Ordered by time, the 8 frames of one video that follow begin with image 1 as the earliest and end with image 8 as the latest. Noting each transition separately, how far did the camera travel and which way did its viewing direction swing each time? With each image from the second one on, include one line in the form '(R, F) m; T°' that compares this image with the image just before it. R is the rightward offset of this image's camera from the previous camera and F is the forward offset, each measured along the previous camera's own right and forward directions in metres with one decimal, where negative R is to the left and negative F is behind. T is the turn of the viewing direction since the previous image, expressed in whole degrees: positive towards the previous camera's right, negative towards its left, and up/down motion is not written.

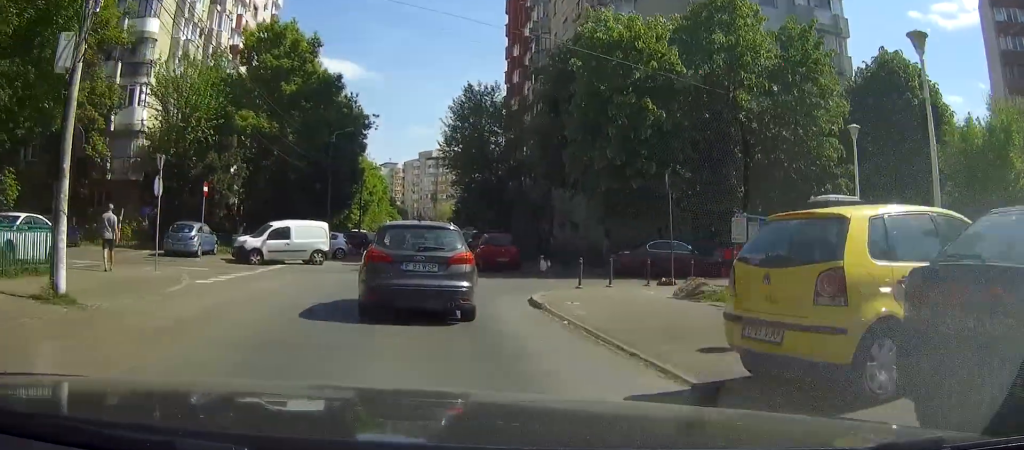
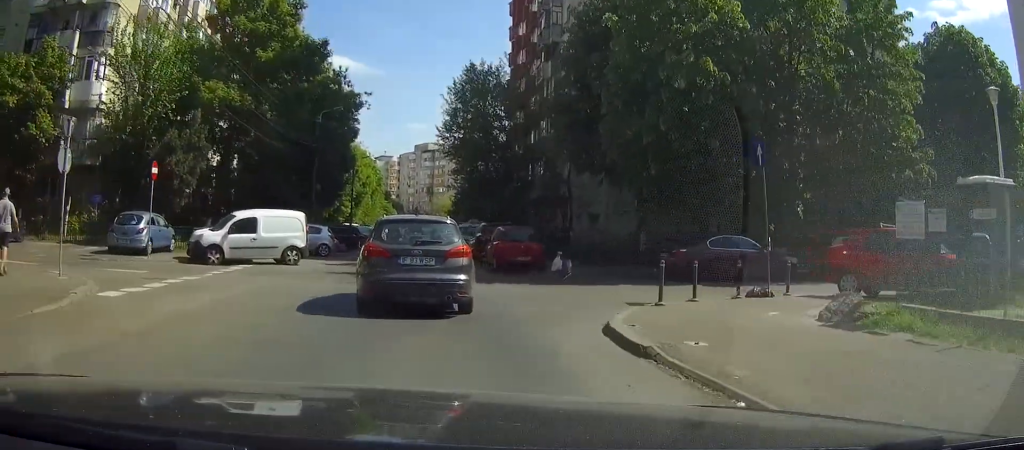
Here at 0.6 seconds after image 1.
(-0.1, +6.0) m; -1°
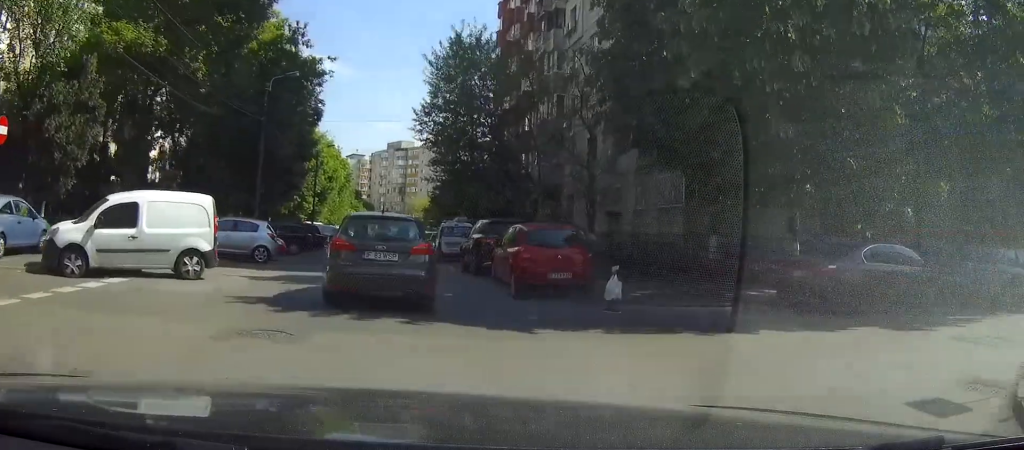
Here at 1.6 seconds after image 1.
(-0.1, +9.1) m; +1°
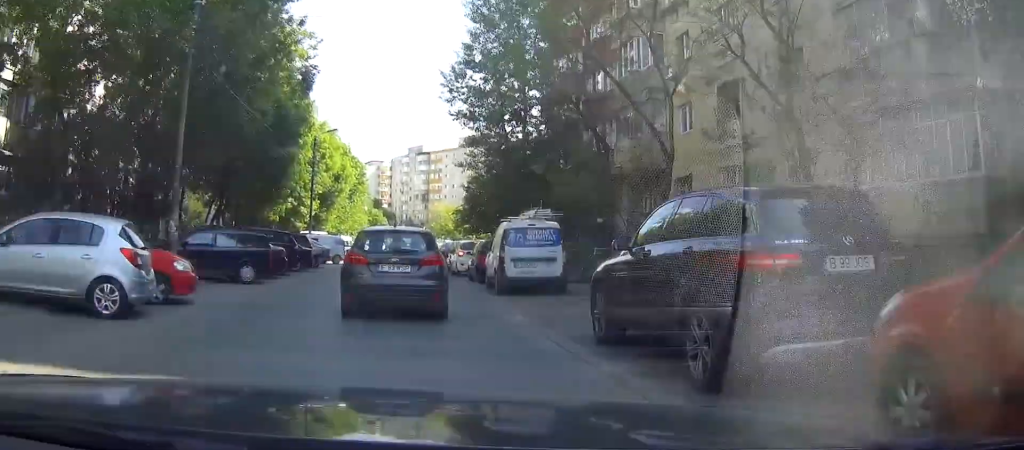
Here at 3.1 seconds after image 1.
(+0.4, +14.5) m; +2°
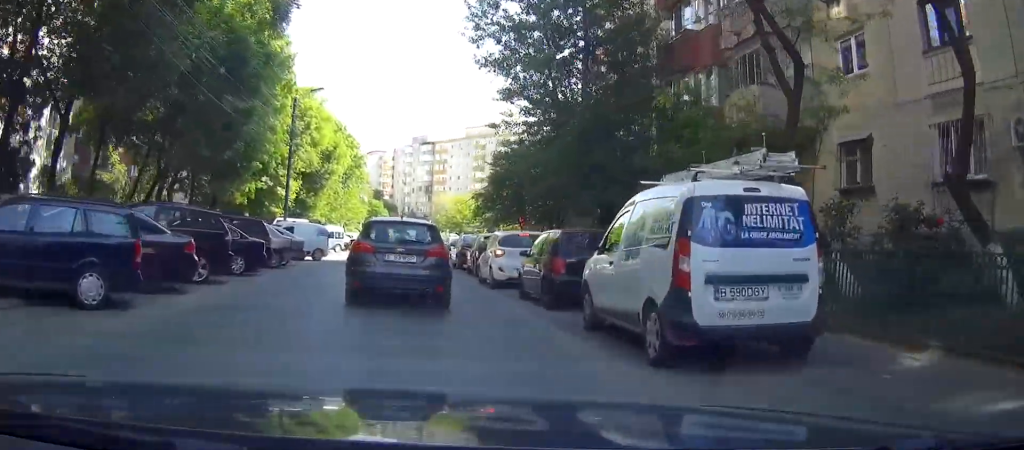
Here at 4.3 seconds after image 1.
(0.0, +10.9) m; 0°
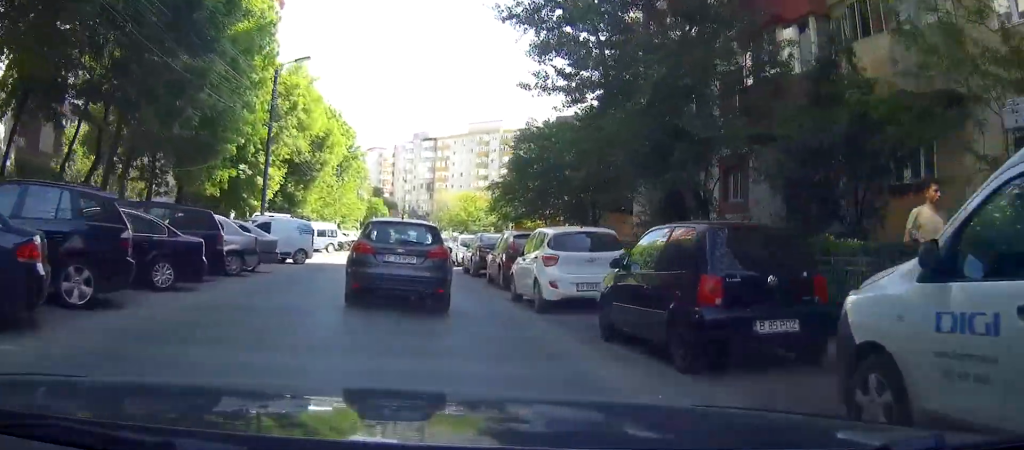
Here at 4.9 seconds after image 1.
(0.0, +6.1) m; +1°
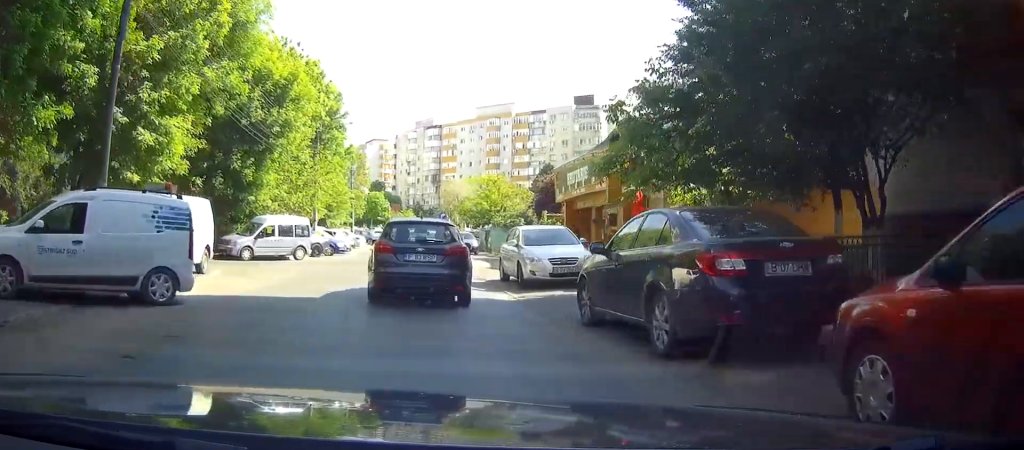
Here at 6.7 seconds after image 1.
(+0.2, +17.5) m; +1°
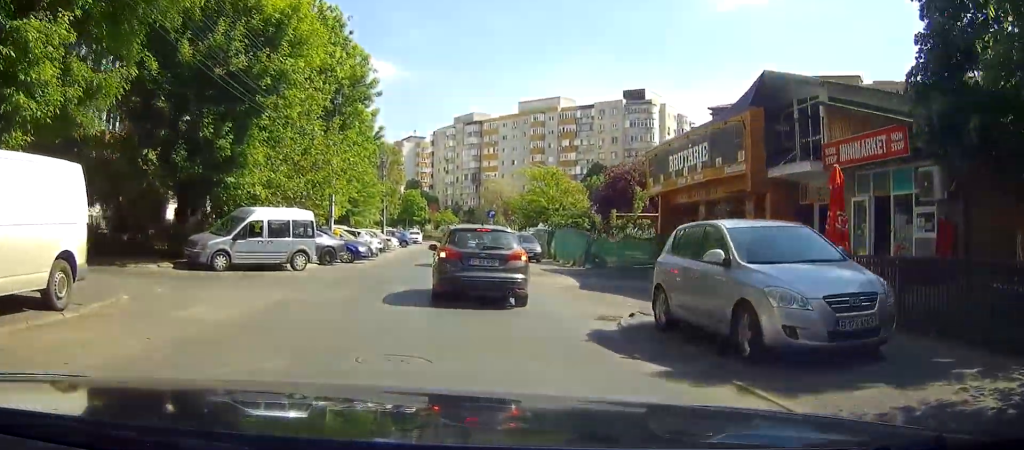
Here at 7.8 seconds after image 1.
(0.0, +10.5) m; 0°
